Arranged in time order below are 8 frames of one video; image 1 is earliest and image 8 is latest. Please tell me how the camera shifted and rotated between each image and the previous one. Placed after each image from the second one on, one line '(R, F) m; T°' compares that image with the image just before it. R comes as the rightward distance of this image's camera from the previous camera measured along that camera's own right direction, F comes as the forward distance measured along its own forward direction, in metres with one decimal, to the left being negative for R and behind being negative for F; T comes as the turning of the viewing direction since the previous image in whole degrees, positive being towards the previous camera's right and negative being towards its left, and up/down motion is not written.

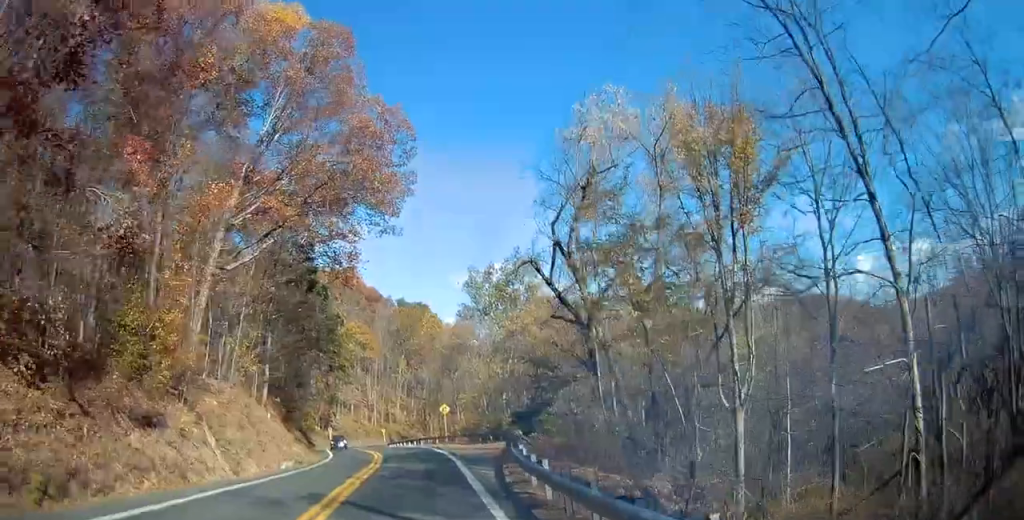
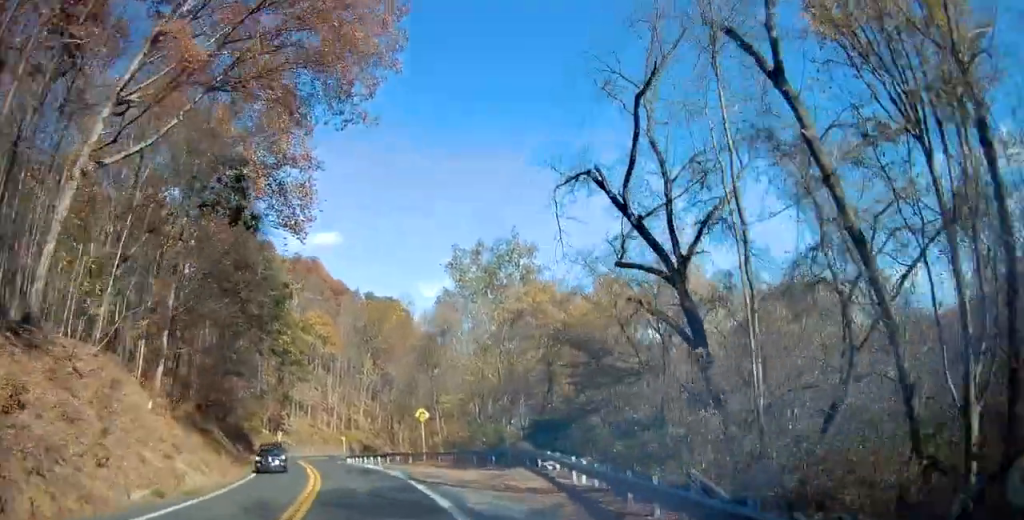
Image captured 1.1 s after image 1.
(+0.7, +16.8) m; +3°
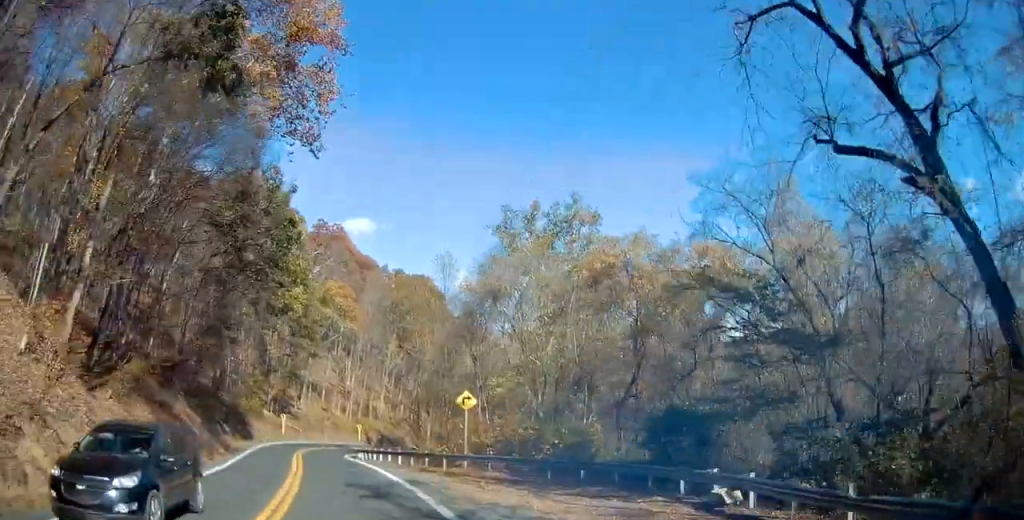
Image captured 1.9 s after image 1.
(+0.3, +12.3) m; -1°
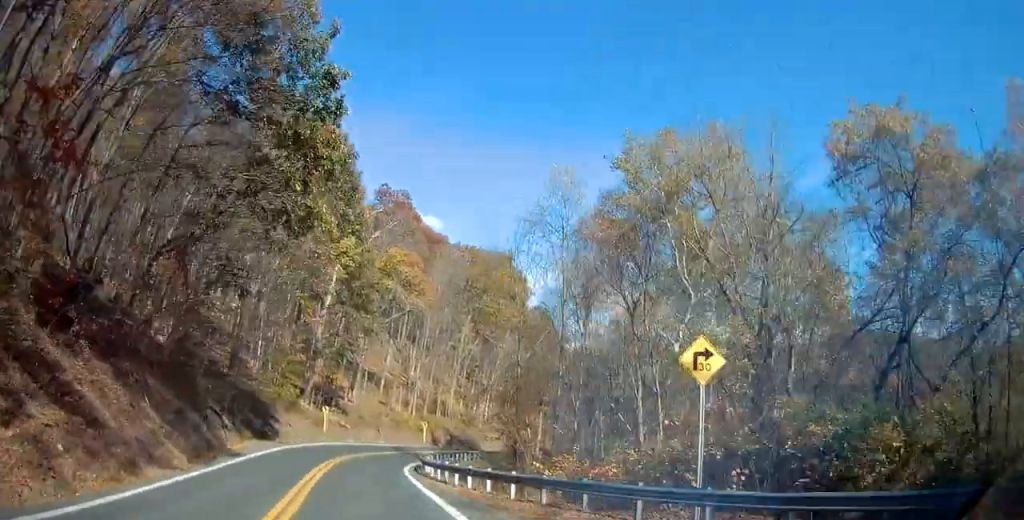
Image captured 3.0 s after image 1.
(-0.8, +17.1) m; -3°
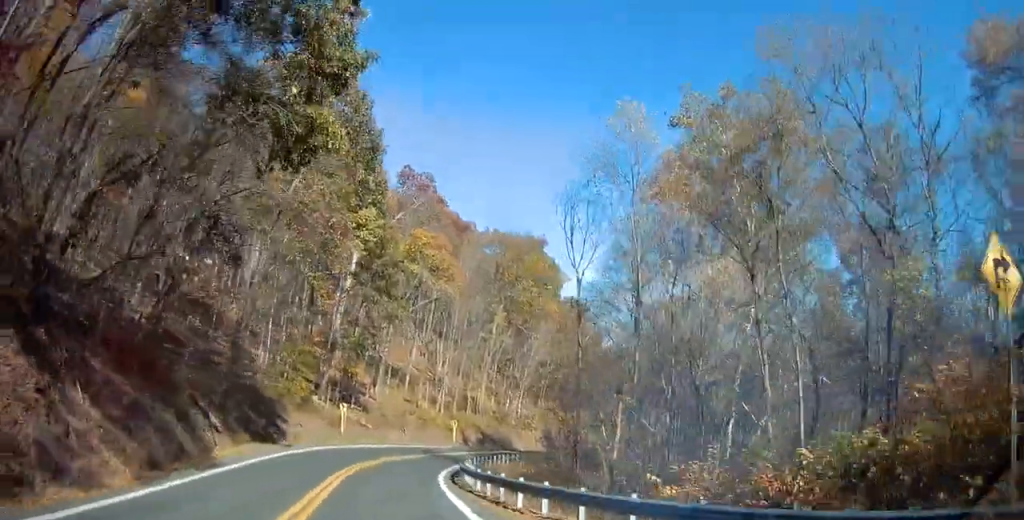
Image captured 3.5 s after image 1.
(0.0, +6.9) m; 0°
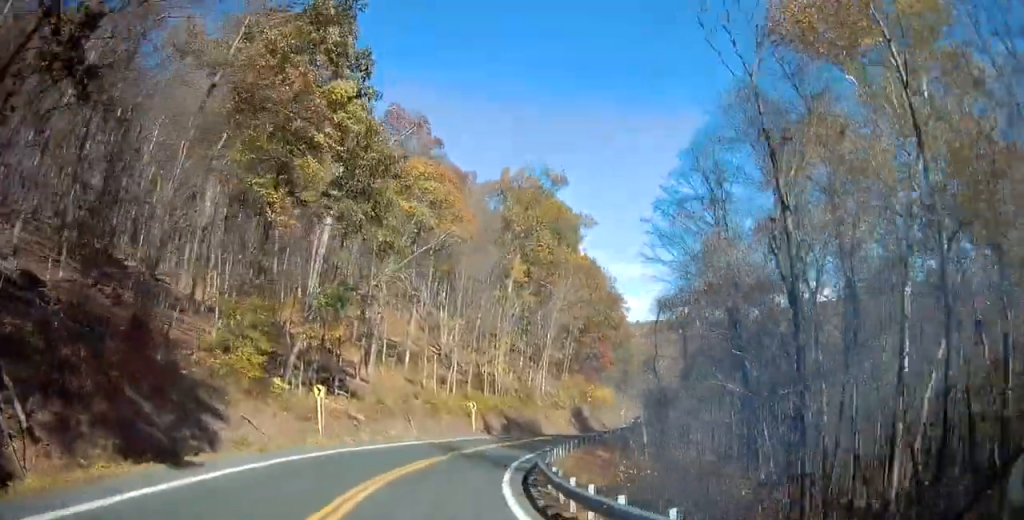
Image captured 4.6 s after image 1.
(0.0, +16.5) m; +1°
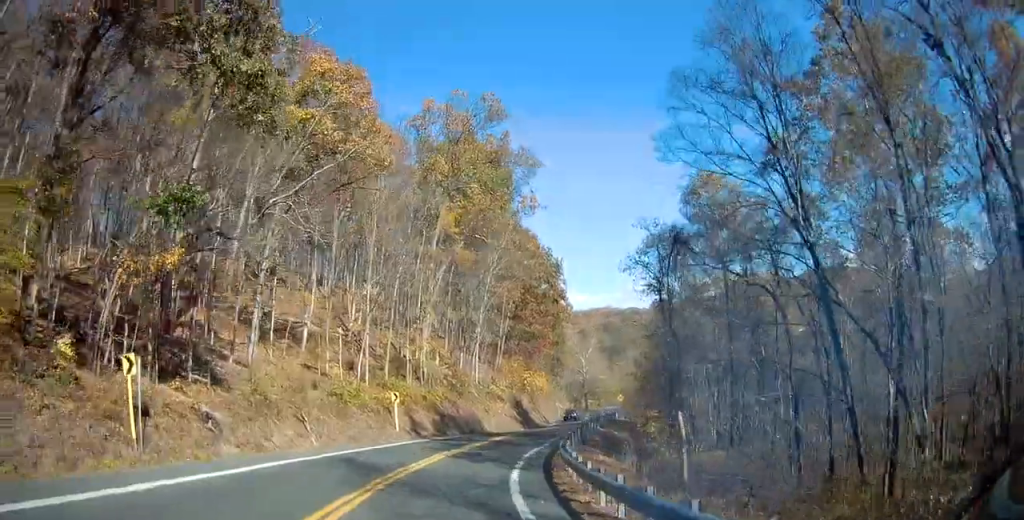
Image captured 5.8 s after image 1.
(+0.4, +16.2) m; +7°
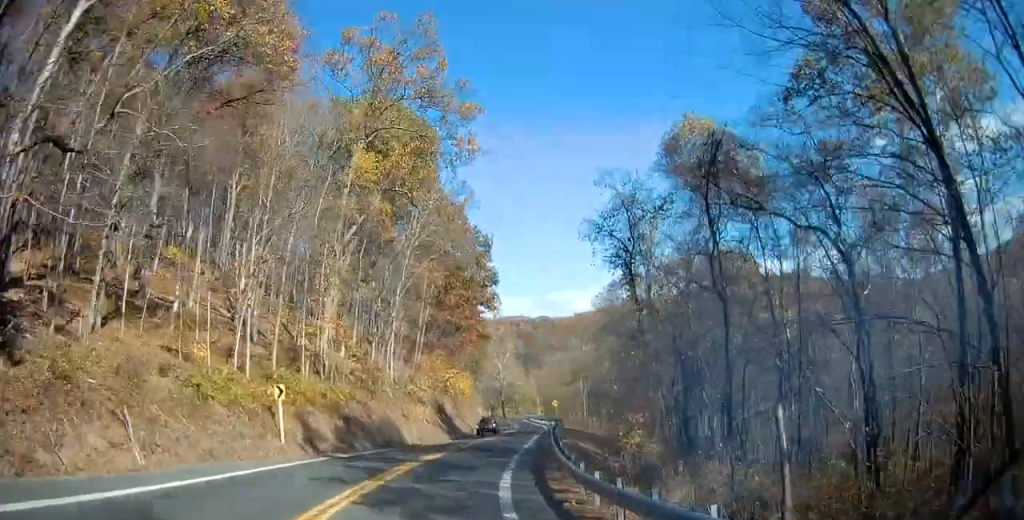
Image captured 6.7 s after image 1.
(+1.2, +12.1) m; +5°
